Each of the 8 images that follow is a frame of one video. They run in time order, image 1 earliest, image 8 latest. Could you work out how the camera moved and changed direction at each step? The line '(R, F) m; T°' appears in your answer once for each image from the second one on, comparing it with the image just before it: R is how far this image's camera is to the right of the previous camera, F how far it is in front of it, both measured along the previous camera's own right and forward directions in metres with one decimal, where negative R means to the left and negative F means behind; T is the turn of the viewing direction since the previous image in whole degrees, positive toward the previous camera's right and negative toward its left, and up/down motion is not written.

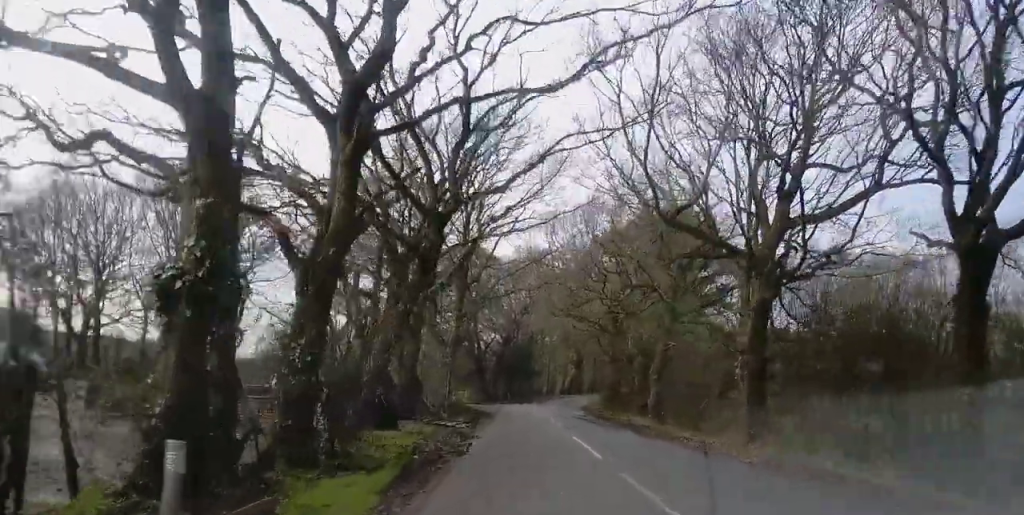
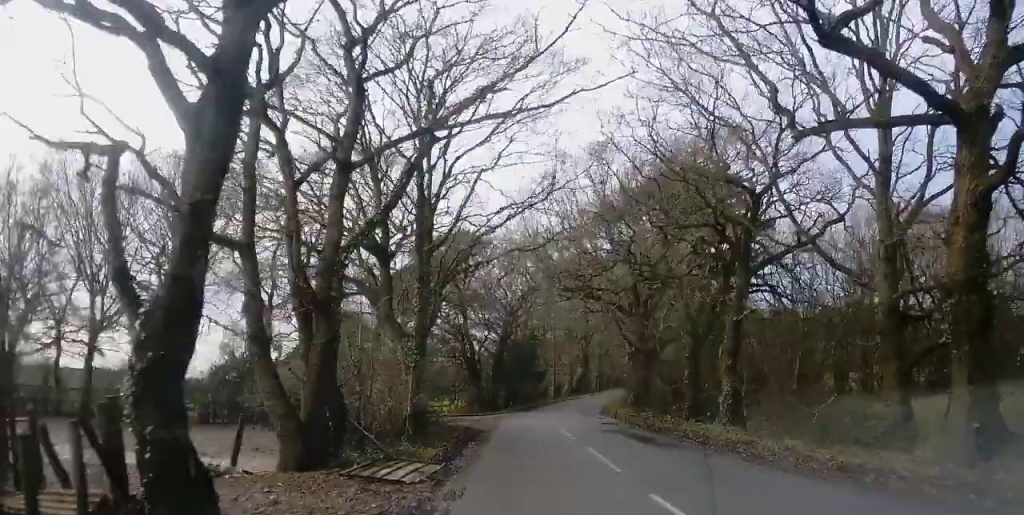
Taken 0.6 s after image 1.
(-0.3, +11.1) m; +1°
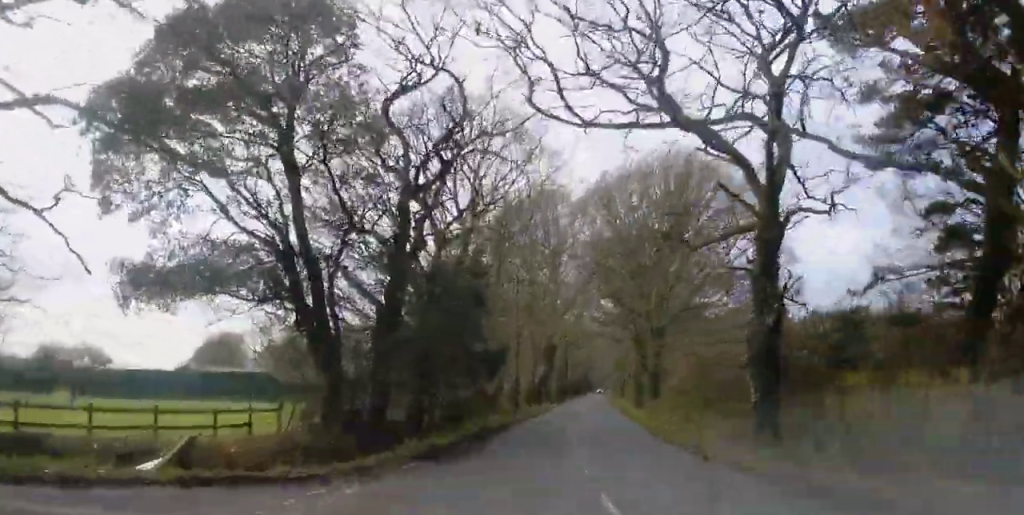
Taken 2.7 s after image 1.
(+1.7, +36.1) m; +3°
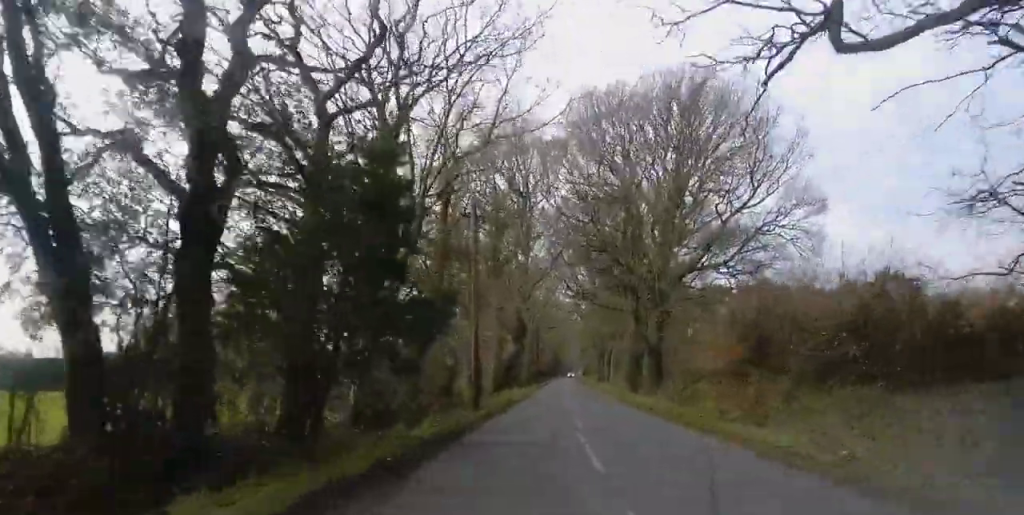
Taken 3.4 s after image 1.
(-0.1, +12.3) m; +2°
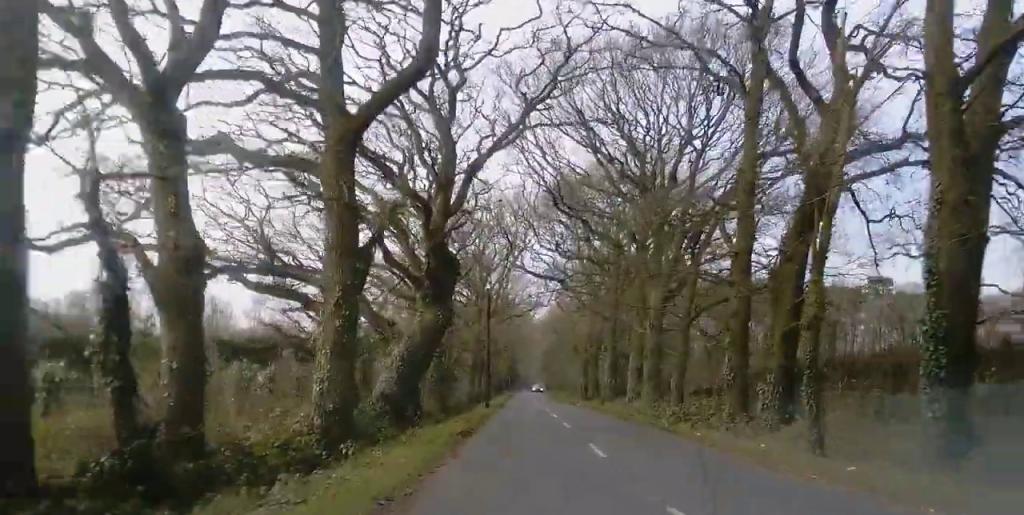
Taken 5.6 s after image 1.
(+1.6, +41.1) m; +4°
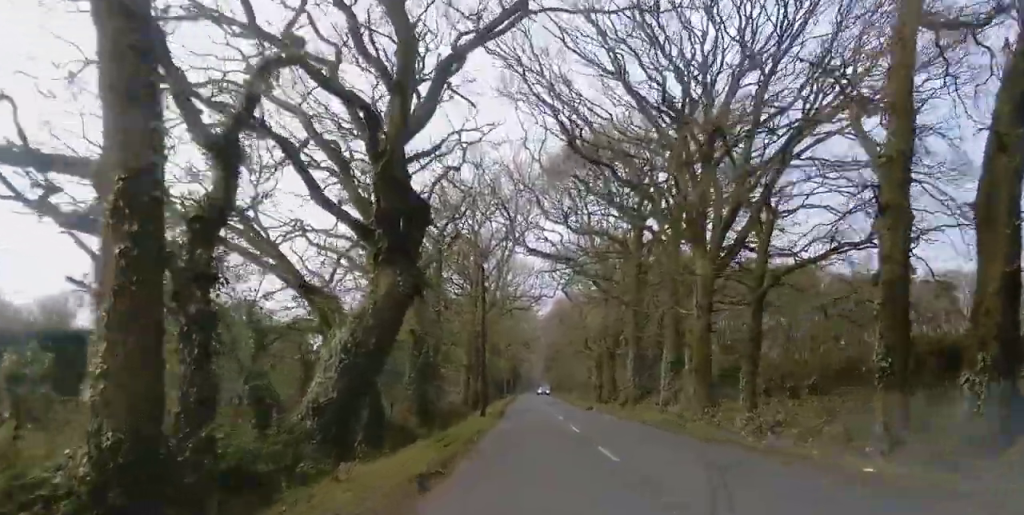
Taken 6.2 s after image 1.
(+0.3, +9.6) m; +1°
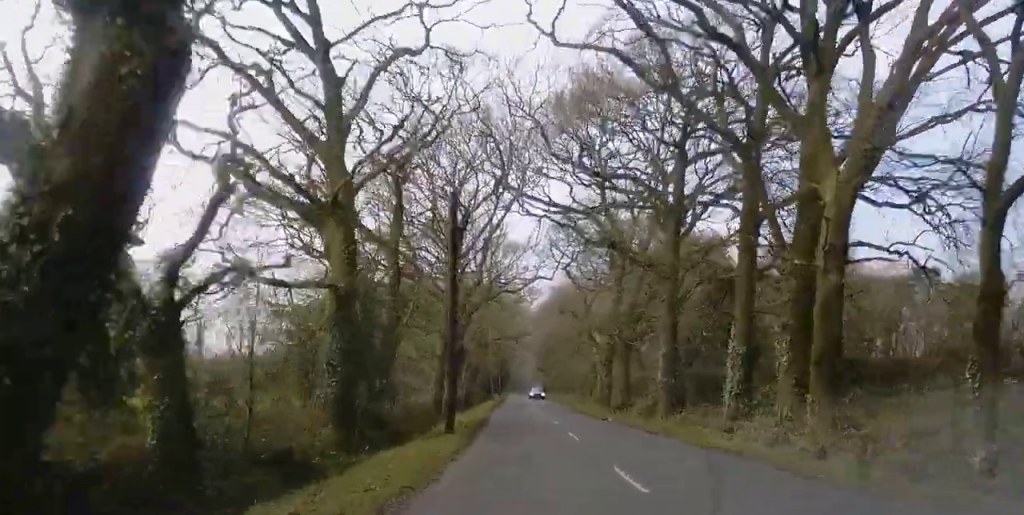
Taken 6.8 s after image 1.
(+0.1, +12.5) m; 0°
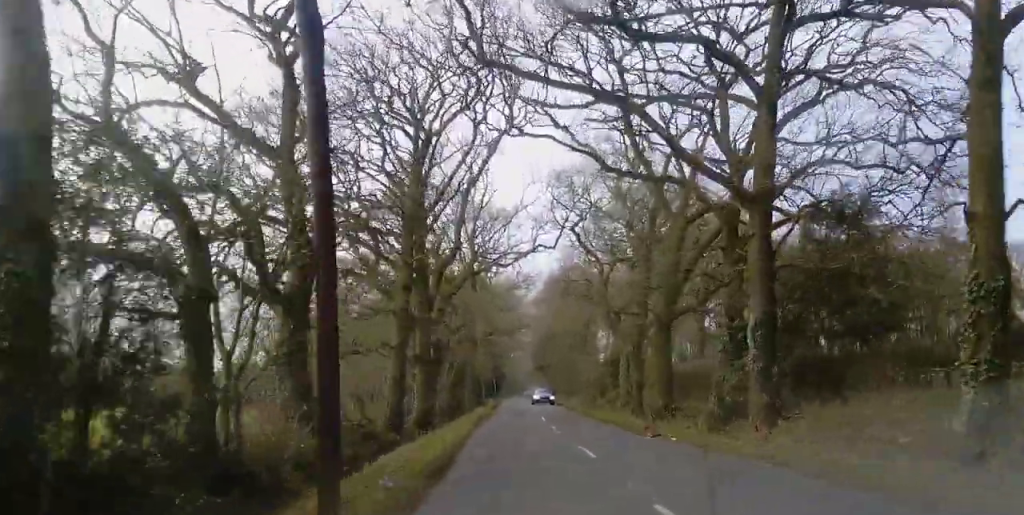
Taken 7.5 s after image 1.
(+0.1, +13.2) m; -1°
